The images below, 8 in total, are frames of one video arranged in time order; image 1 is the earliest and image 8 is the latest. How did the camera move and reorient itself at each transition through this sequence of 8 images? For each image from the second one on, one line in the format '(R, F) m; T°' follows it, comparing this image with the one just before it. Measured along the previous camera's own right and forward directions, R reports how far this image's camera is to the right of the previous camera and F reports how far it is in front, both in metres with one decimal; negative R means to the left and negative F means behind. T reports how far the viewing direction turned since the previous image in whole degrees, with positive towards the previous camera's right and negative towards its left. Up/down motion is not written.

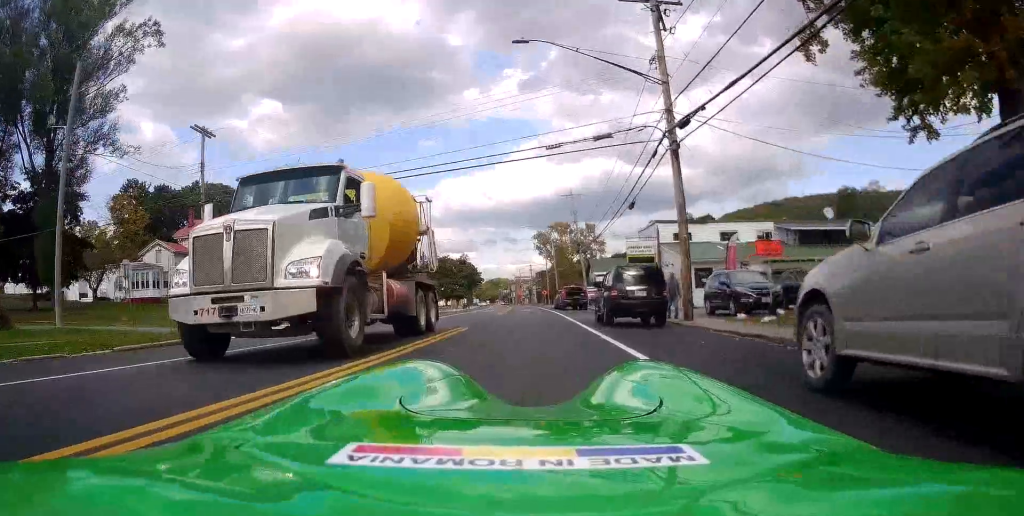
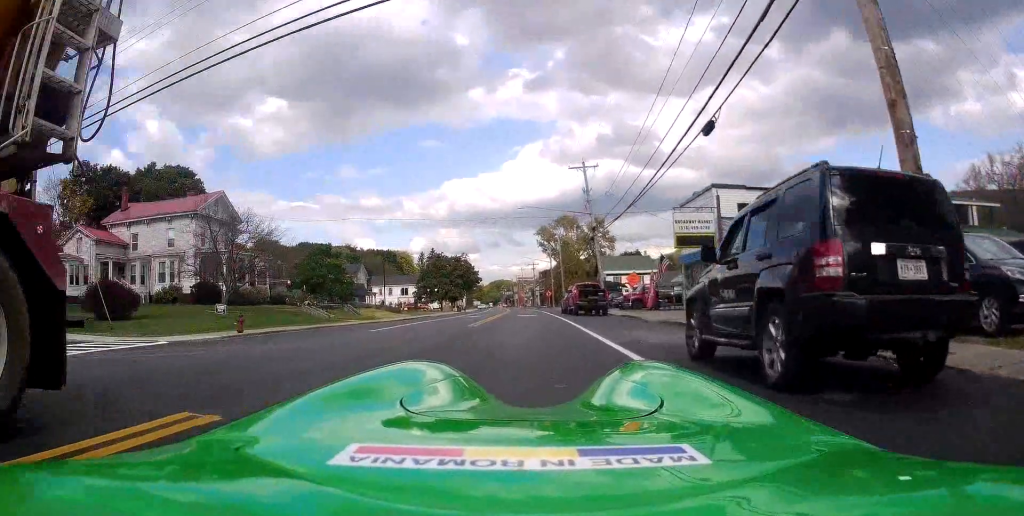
(-0.2, +12.3) m; -1°
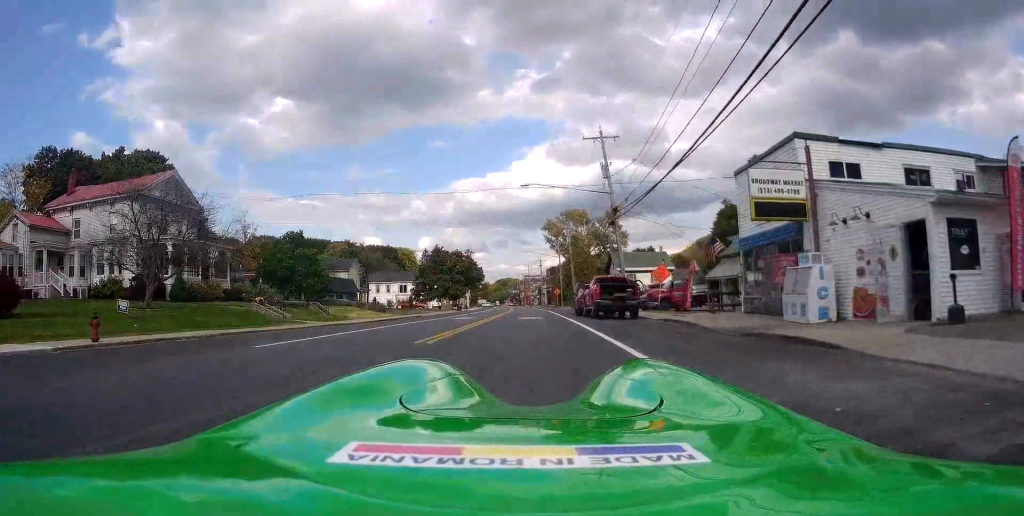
(0.0, +8.0) m; -1°
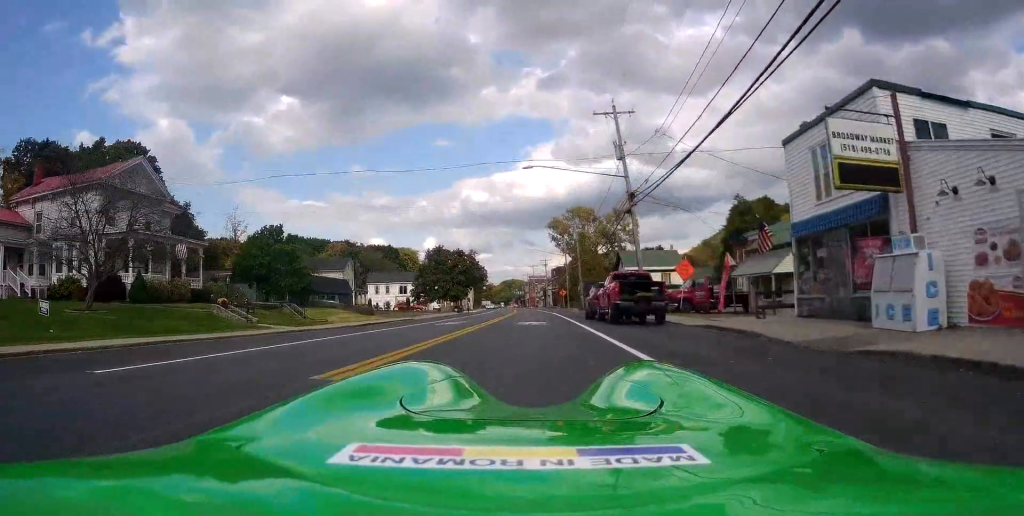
(-0.1, +4.4) m; -1°
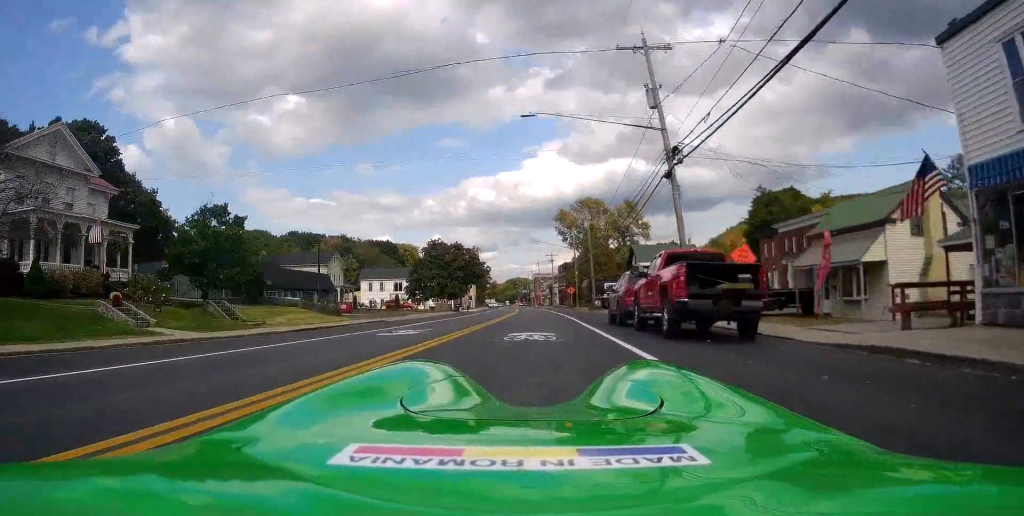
(-0.1, +8.0) m; +1°
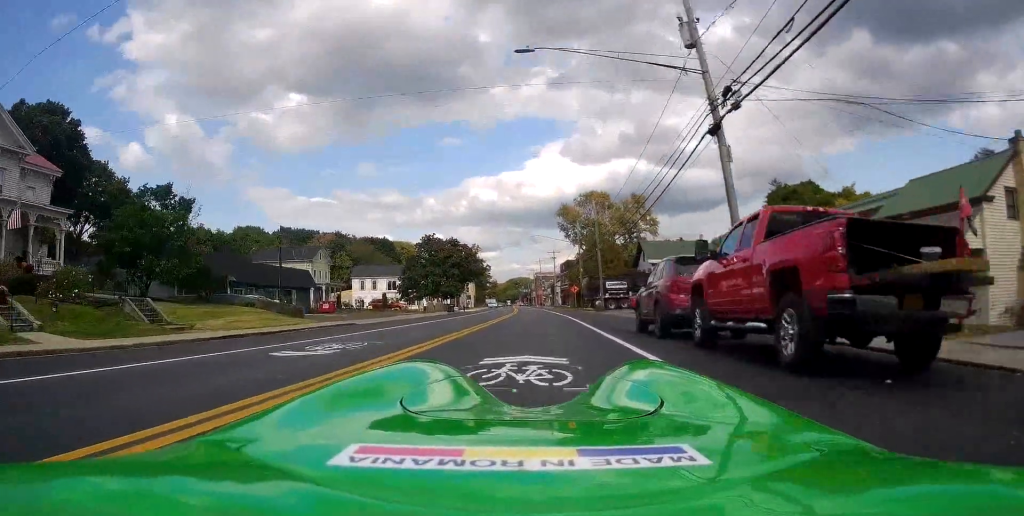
(0.0, +5.1) m; +1°
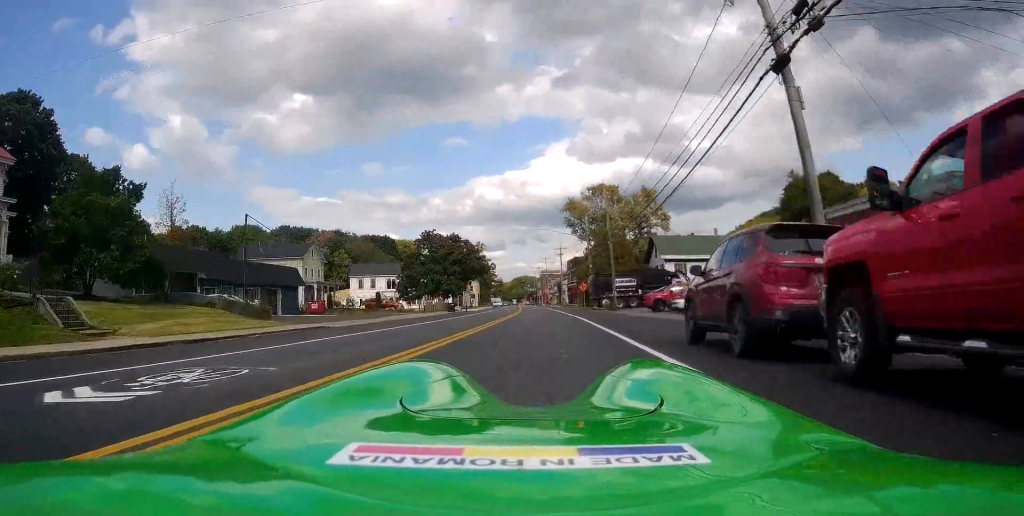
(+0.1, +3.8) m; +1°
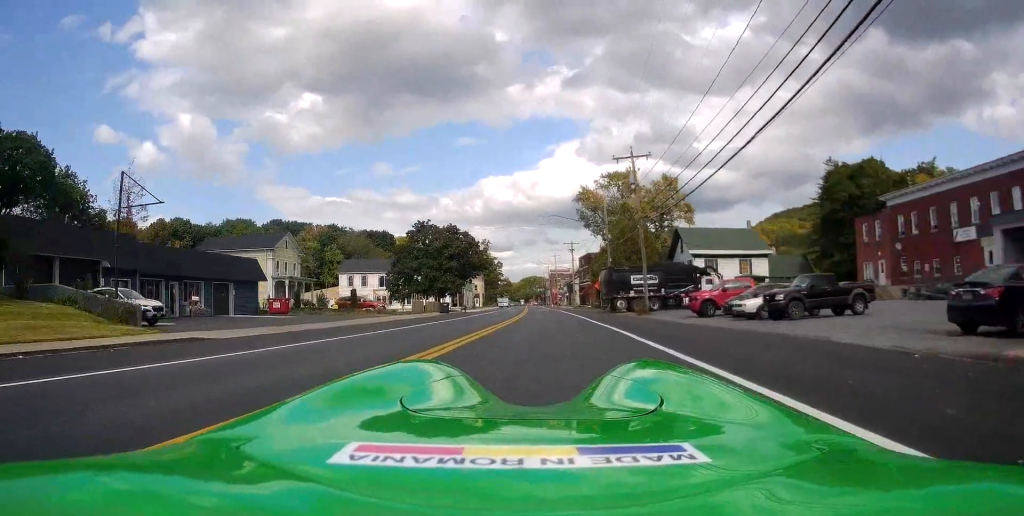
(-0.3, +17.9) m; -2°
